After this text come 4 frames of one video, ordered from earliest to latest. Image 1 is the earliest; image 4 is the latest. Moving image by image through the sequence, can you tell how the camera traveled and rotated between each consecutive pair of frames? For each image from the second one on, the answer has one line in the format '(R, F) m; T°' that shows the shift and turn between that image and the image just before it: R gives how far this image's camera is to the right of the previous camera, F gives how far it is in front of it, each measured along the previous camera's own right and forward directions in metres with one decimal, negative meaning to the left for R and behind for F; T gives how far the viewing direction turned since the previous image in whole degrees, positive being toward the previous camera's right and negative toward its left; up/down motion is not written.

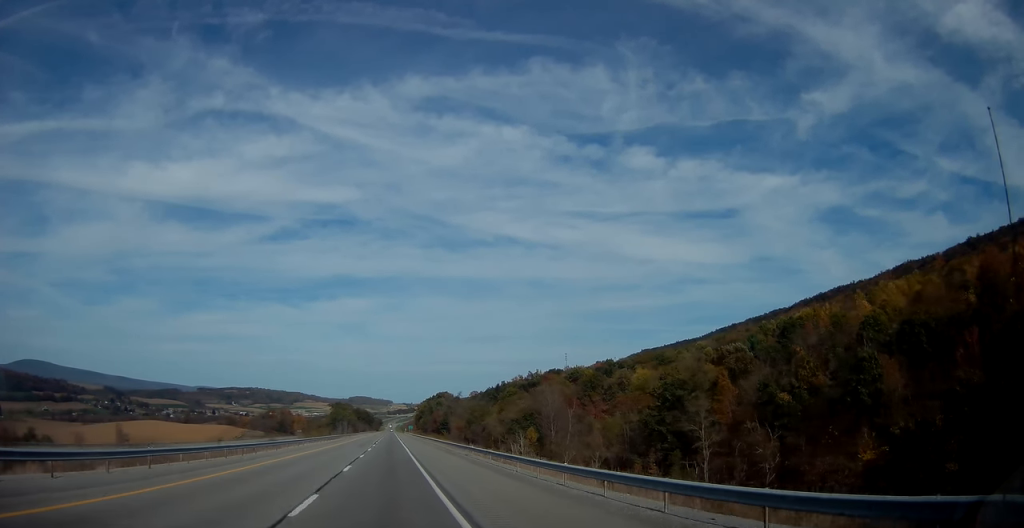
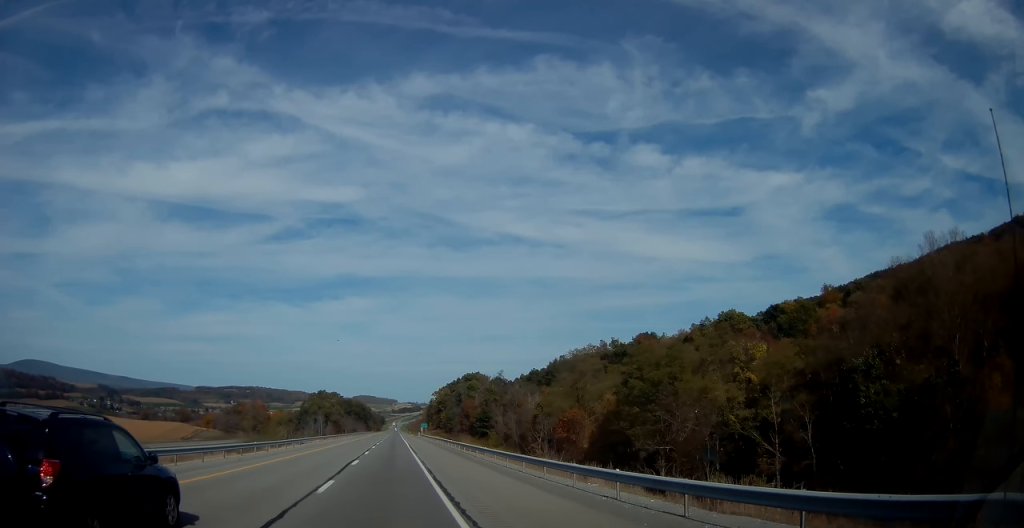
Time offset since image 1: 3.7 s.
(+0.7, +119.7) m; 0°
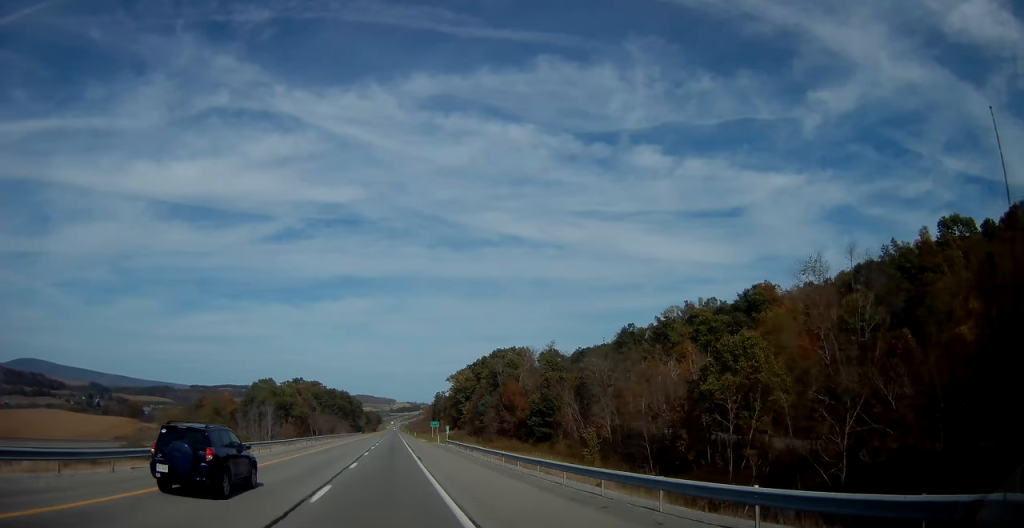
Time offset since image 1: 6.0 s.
(-0.1, +74.9) m; 0°
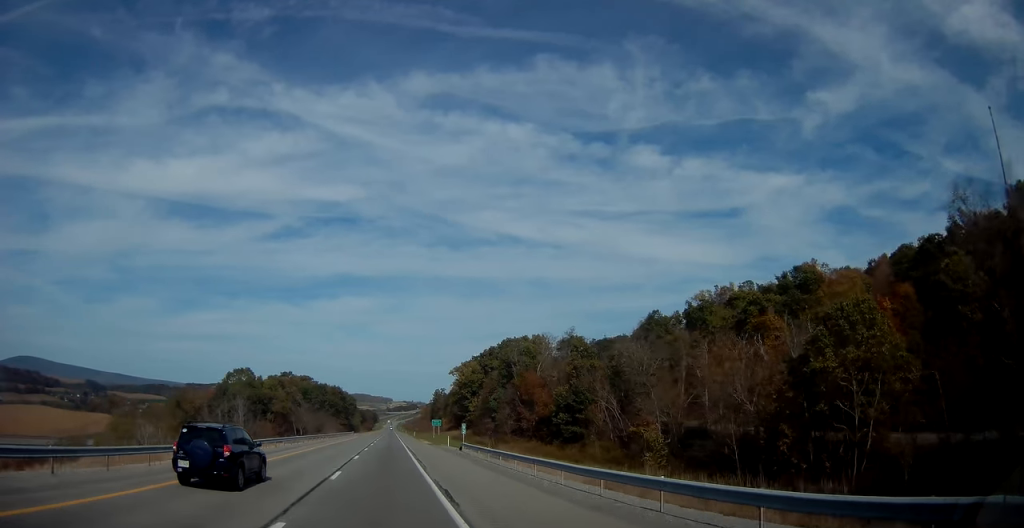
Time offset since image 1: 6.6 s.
(-0.2, +19.3) m; 0°
